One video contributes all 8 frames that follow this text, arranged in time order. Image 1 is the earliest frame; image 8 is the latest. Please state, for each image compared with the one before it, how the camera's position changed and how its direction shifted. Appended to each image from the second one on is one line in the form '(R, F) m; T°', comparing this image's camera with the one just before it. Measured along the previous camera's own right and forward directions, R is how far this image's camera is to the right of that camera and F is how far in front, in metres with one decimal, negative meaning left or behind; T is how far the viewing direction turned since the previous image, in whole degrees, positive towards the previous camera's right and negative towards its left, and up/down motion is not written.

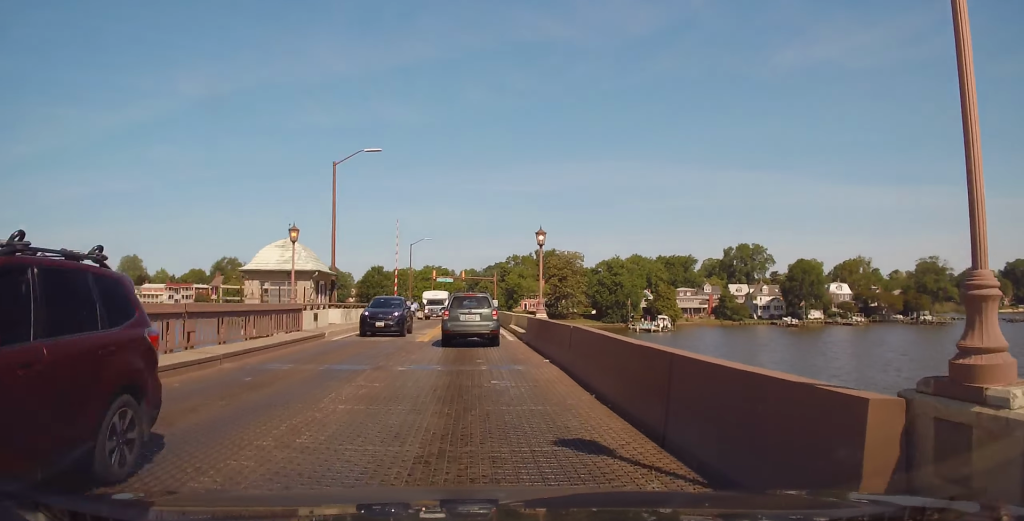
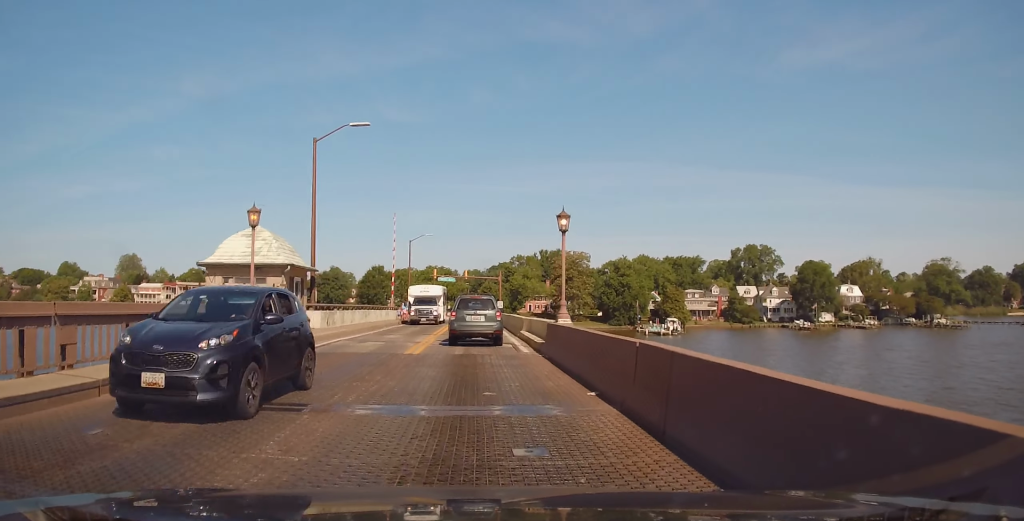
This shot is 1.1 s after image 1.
(-0.1, +5.7) m; 0°
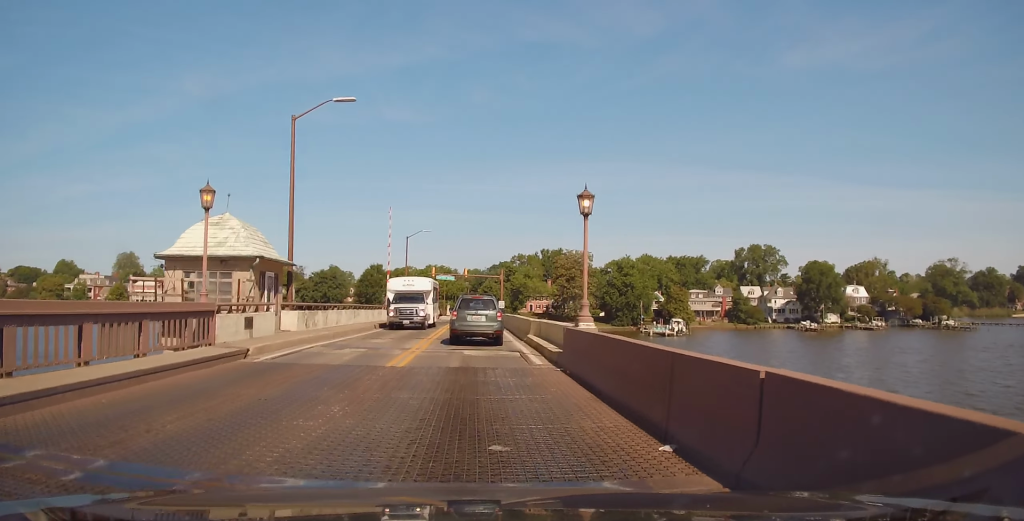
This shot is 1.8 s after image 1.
(+0.2, +3.9) m; 0°
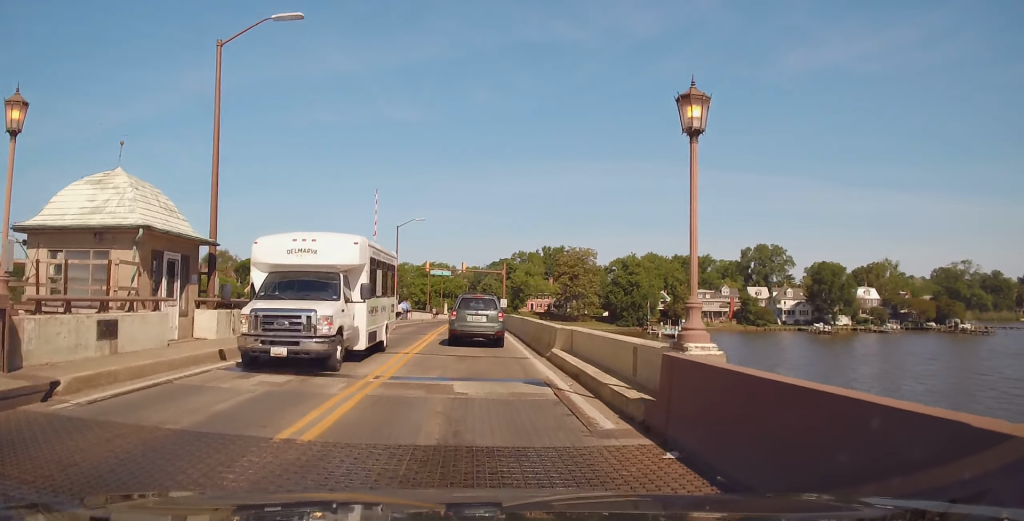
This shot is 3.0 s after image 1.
(-0.2, +7.7) m; 0°
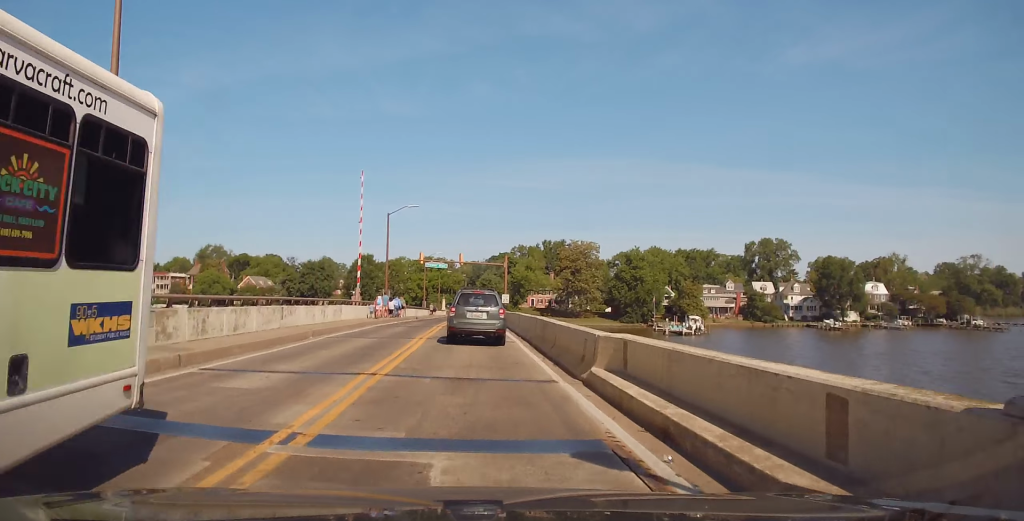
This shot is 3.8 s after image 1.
(+0.2, +5.3) m; +2°
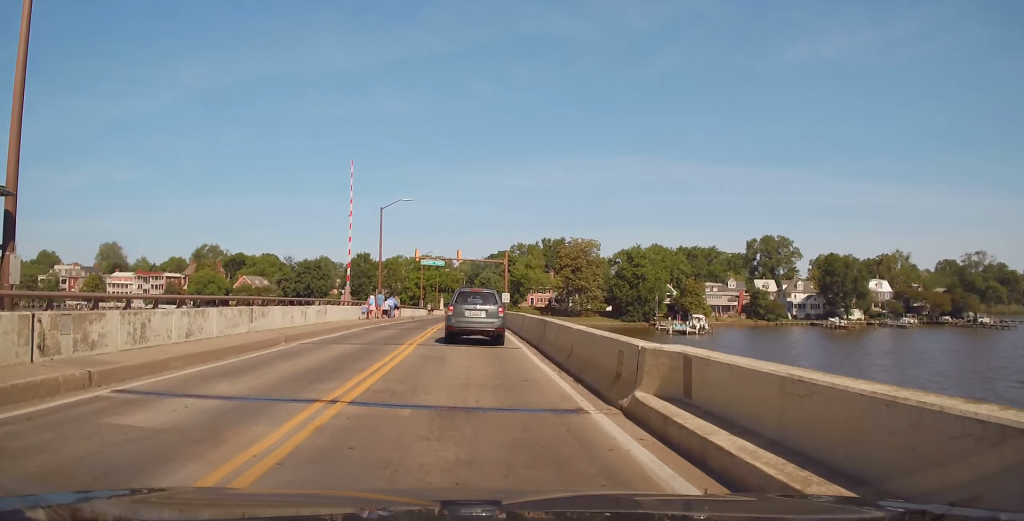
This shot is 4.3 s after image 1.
(0.0, +2.9) m; 0°
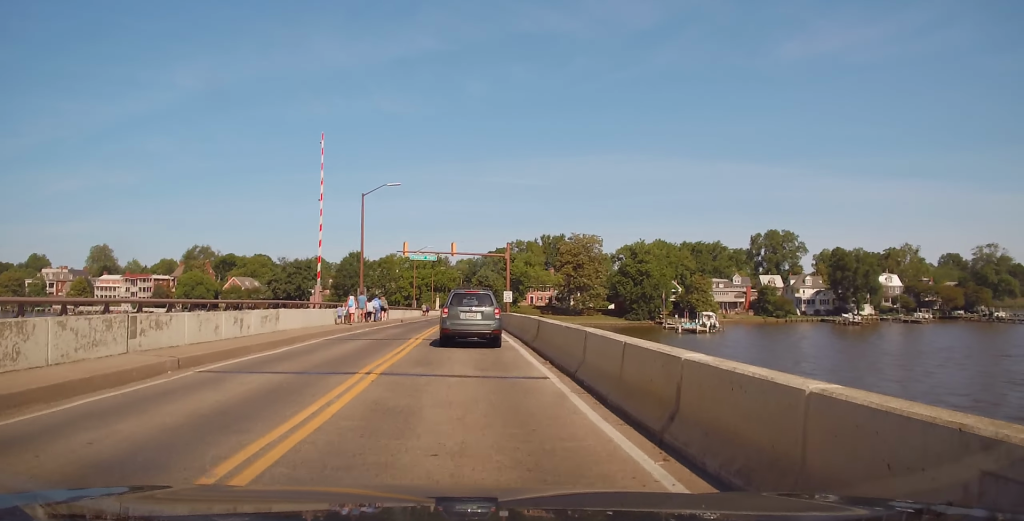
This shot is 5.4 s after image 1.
(0.0, +6.9) m; +1°
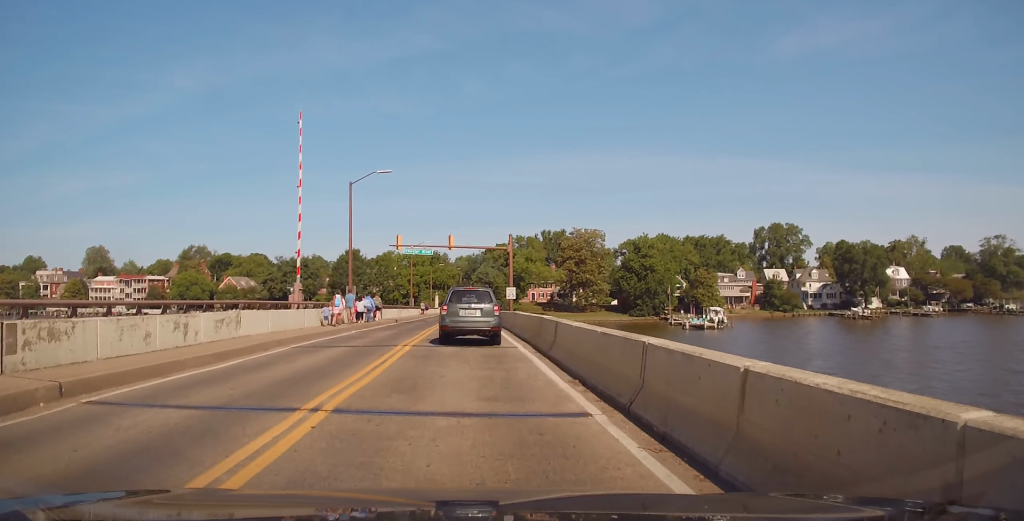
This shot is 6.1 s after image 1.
(0.0, +3.9) m; 0°
